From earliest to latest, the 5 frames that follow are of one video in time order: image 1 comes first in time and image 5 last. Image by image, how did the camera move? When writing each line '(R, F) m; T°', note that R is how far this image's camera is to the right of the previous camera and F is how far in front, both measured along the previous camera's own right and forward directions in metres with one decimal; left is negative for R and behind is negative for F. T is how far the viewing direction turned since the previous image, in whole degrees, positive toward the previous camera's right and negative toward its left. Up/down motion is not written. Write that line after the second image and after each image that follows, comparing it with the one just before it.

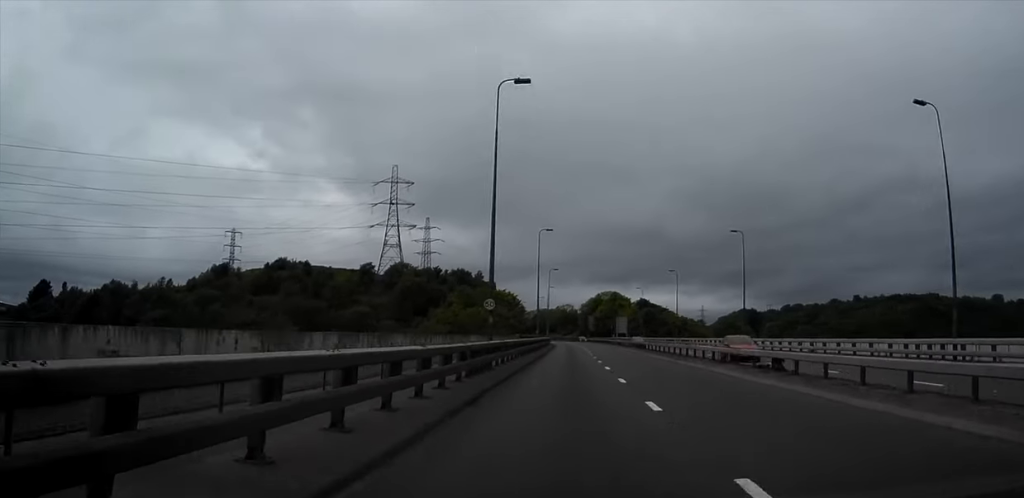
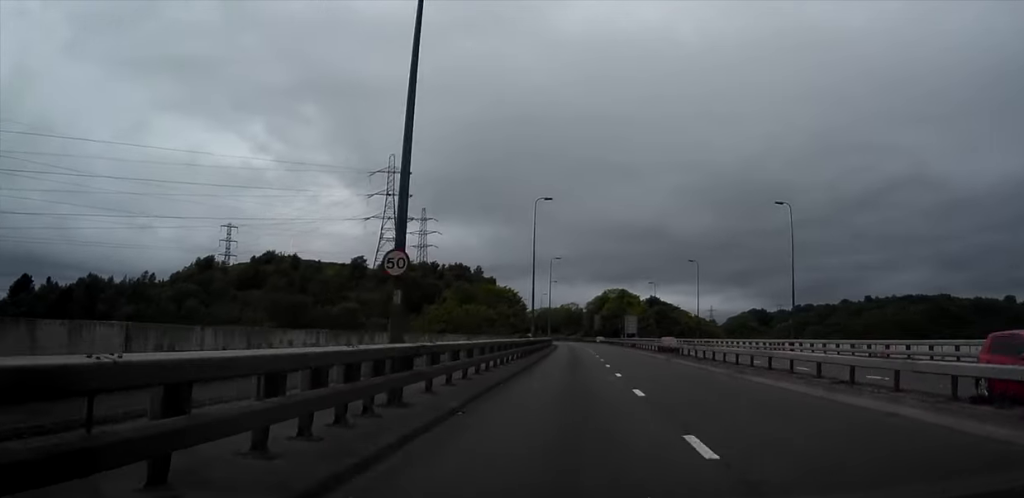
(0.0, +14.6) m; 0°
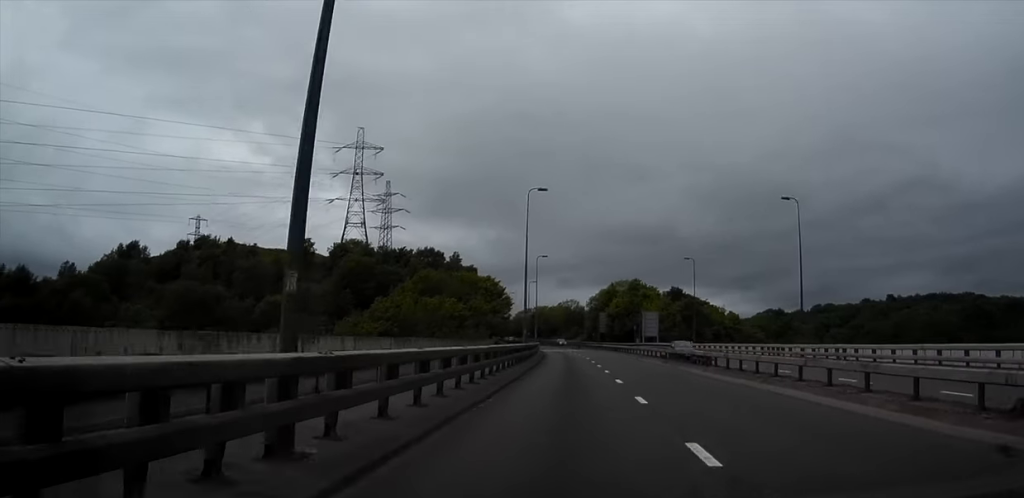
(-0.2, +43.7) m; -1°
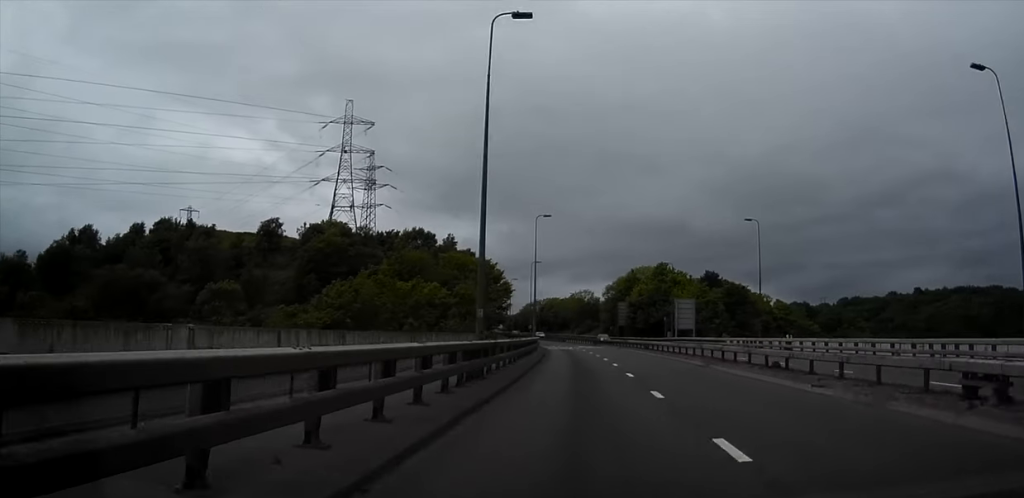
(-0.2, +24.4) m; -1°
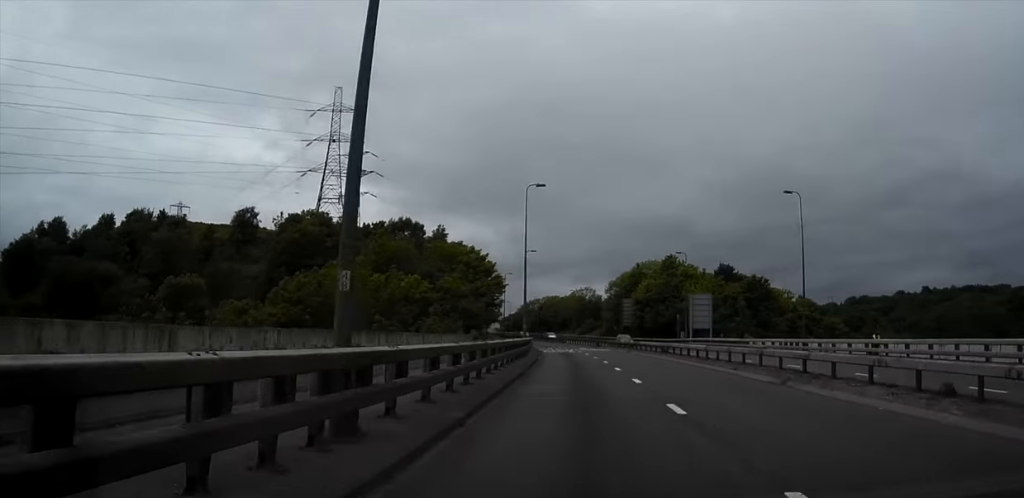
(-0.1, +11.2) m; 0°
